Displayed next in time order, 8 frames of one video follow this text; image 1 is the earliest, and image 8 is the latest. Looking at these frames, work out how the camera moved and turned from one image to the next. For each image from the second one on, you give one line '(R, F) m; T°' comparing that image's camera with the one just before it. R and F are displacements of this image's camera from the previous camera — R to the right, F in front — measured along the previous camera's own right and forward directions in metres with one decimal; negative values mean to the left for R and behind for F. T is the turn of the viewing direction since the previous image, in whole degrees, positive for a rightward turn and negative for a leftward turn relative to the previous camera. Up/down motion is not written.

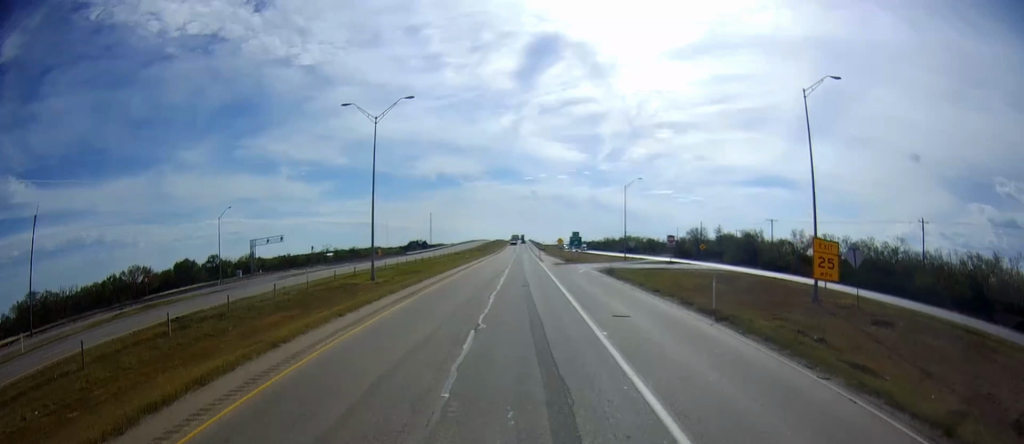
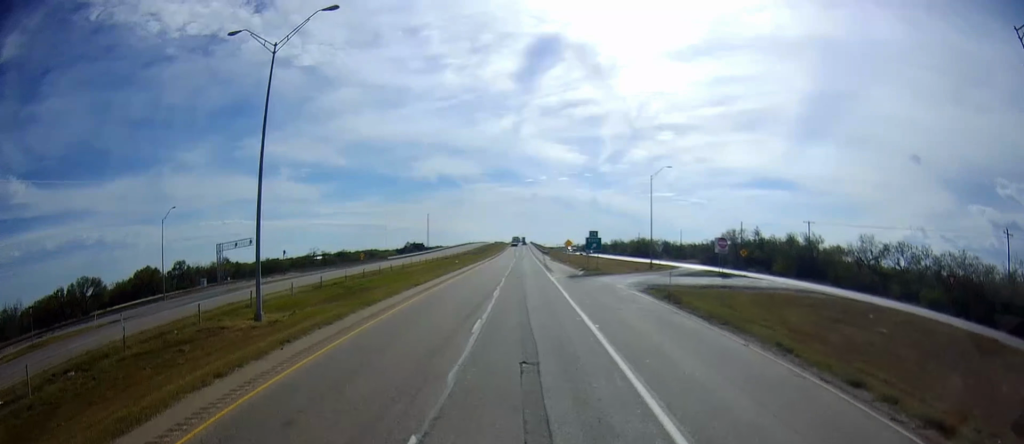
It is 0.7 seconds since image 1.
(+0.9, +21.6) m; +1°
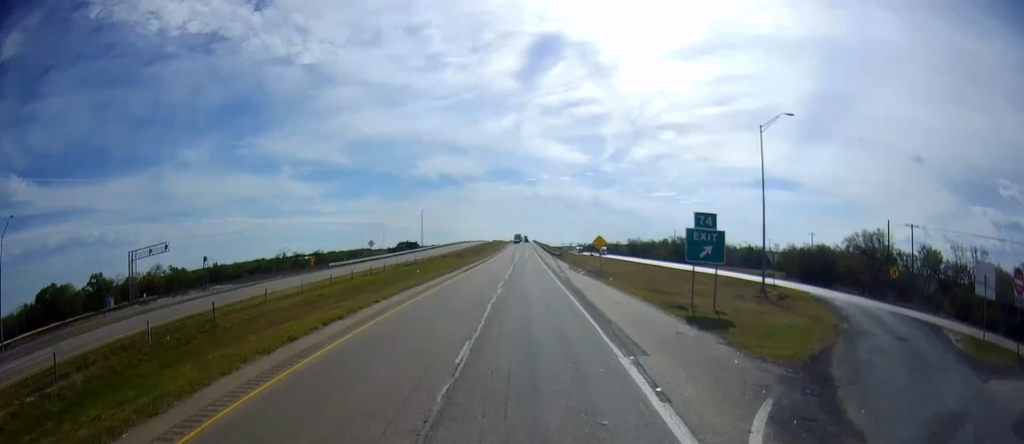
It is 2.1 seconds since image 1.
(-0.5, +41.3) m; -1°
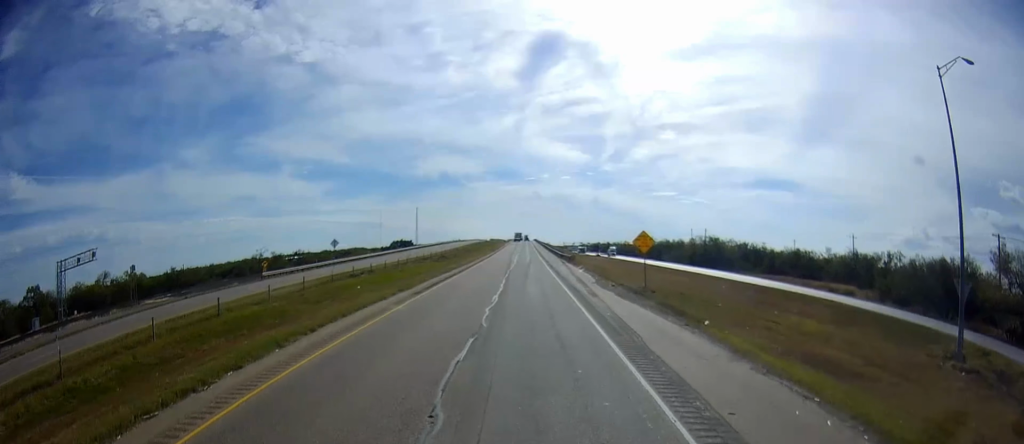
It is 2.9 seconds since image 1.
(-0.1, +24.2) m; 0°
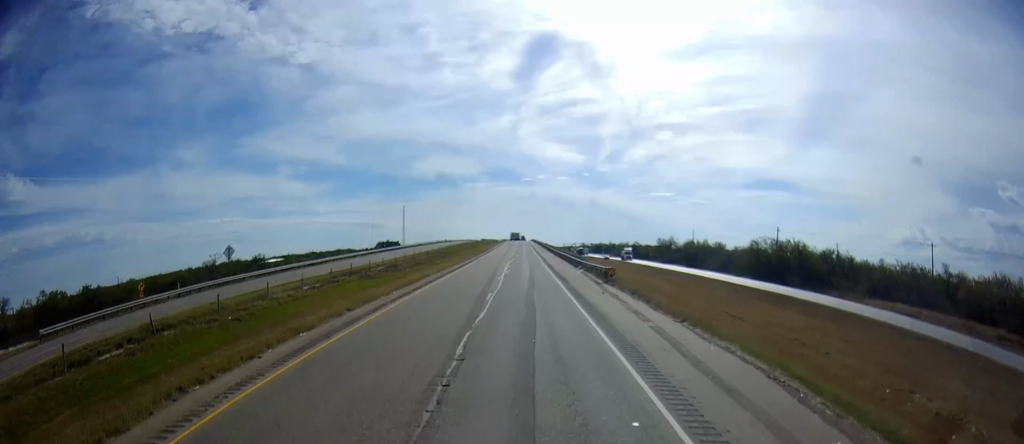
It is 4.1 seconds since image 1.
(-0.1, +36.3) m; -1°
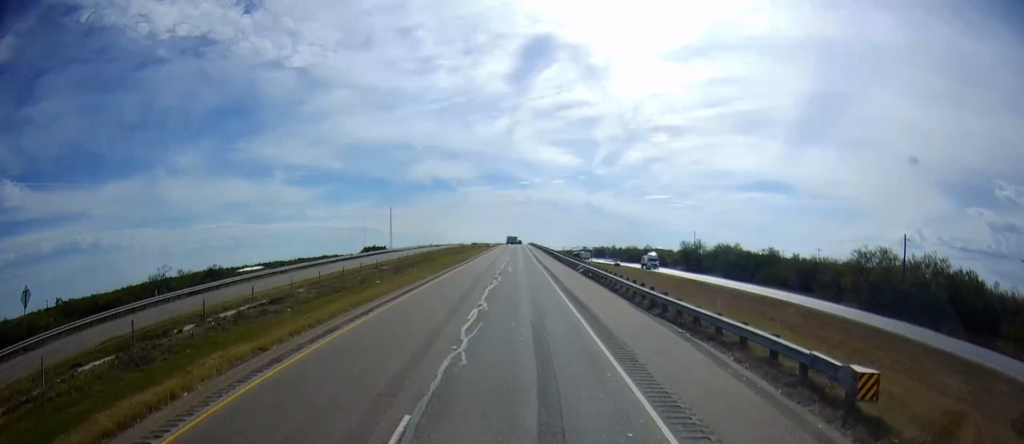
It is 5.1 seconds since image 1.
(-0.2, +31.7) m; 0°
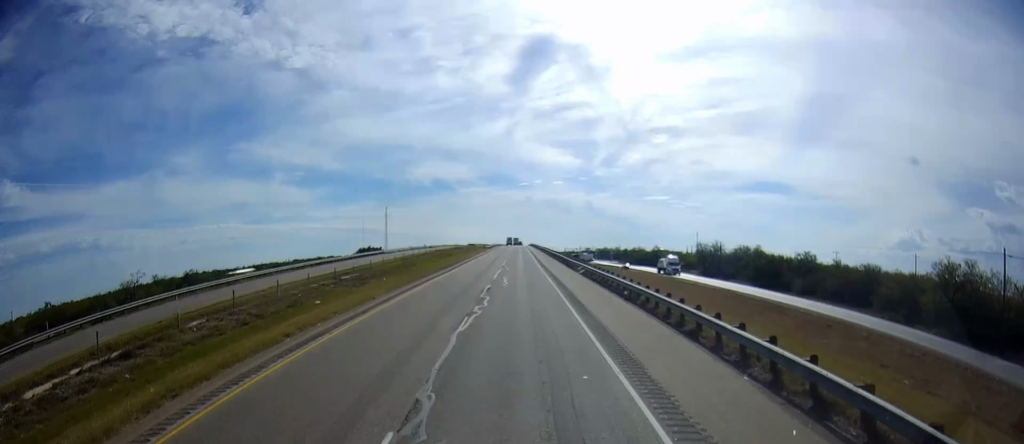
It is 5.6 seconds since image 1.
(+0.1, +14.6) m; 0°
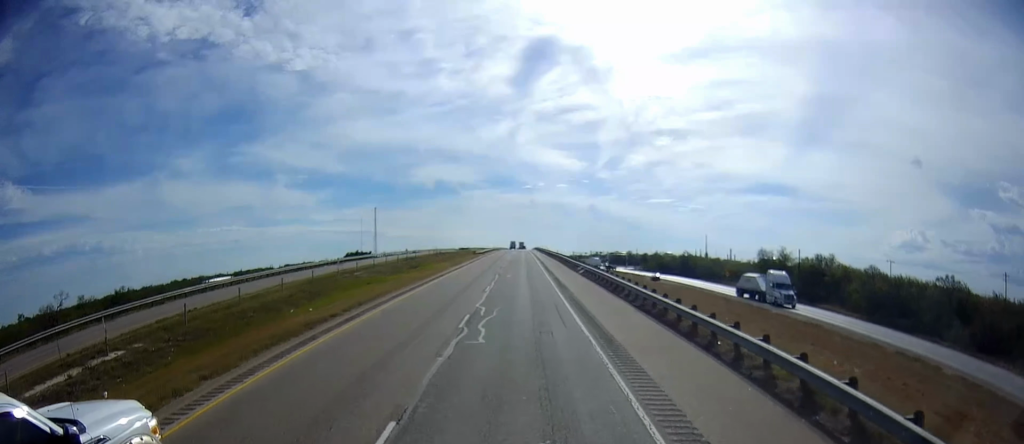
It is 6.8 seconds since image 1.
(+0.3, +36.3) m; 0°
